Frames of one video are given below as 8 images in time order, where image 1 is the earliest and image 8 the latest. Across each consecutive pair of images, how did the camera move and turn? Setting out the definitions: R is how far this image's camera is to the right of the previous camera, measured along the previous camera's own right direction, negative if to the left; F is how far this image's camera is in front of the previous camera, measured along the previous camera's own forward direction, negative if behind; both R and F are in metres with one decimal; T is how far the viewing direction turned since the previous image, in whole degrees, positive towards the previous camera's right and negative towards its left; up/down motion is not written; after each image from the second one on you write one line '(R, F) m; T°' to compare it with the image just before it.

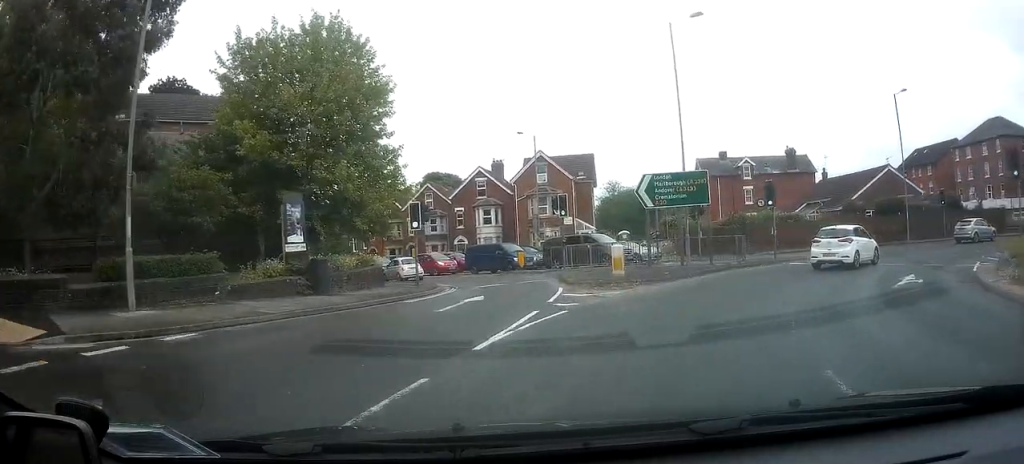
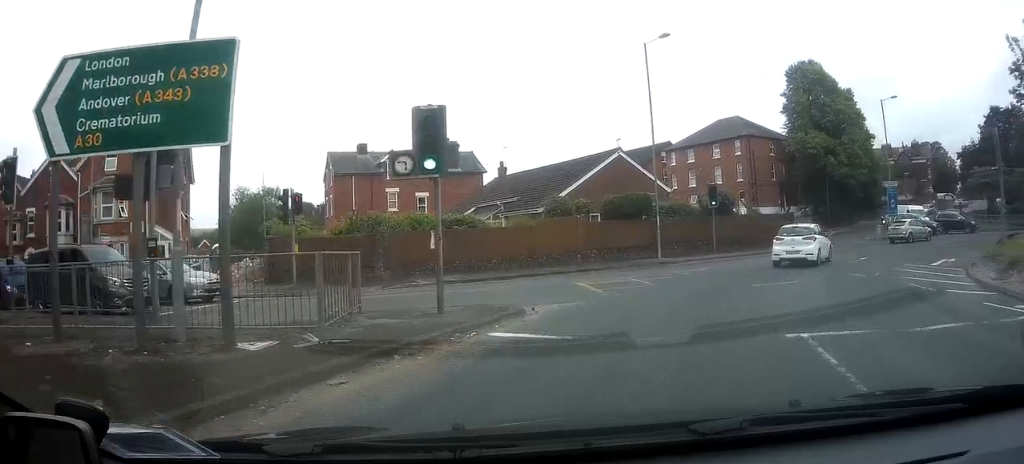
(+2.4, +15.3) m; +23°
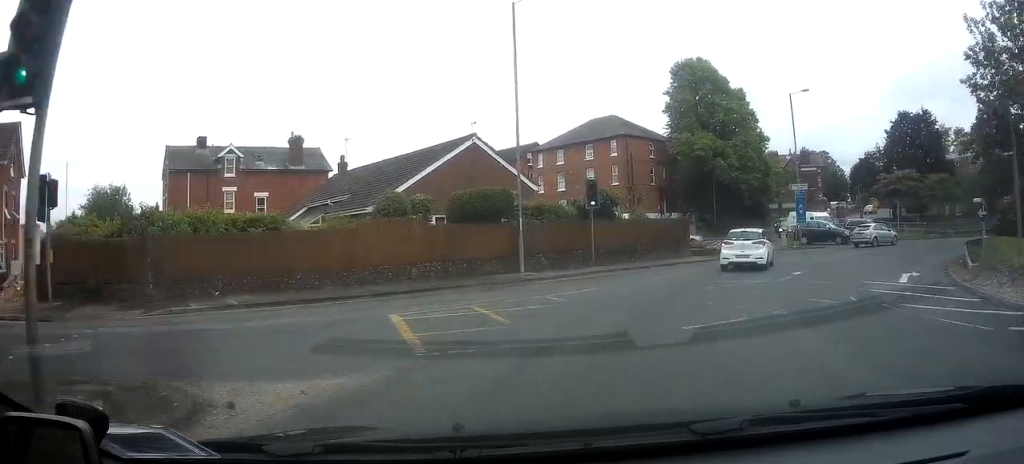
(+0.4, +5.7) m; +12°
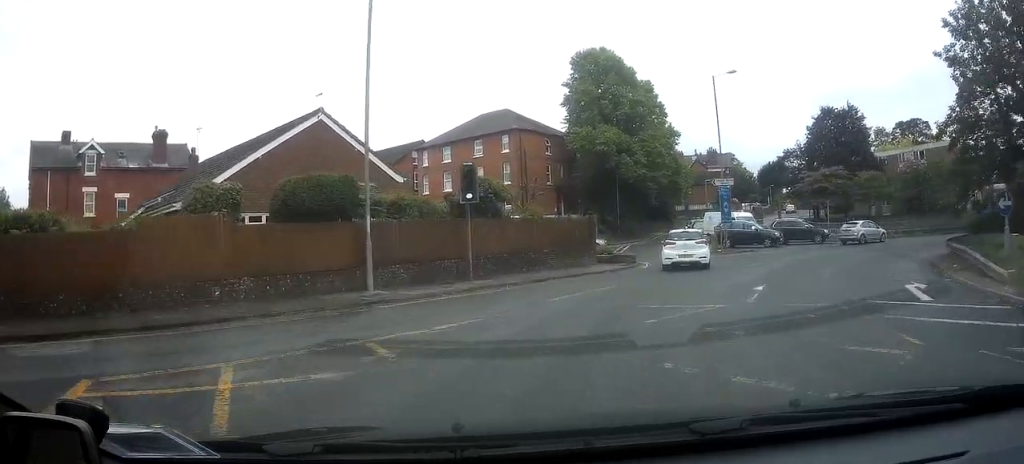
(+0.9, +5.6) m; +13°
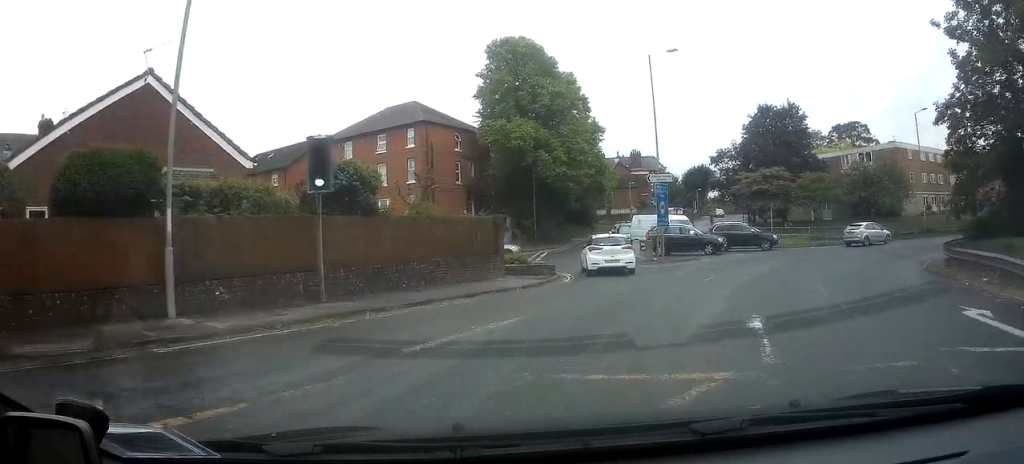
(+0.4, +4.8) m; +11°
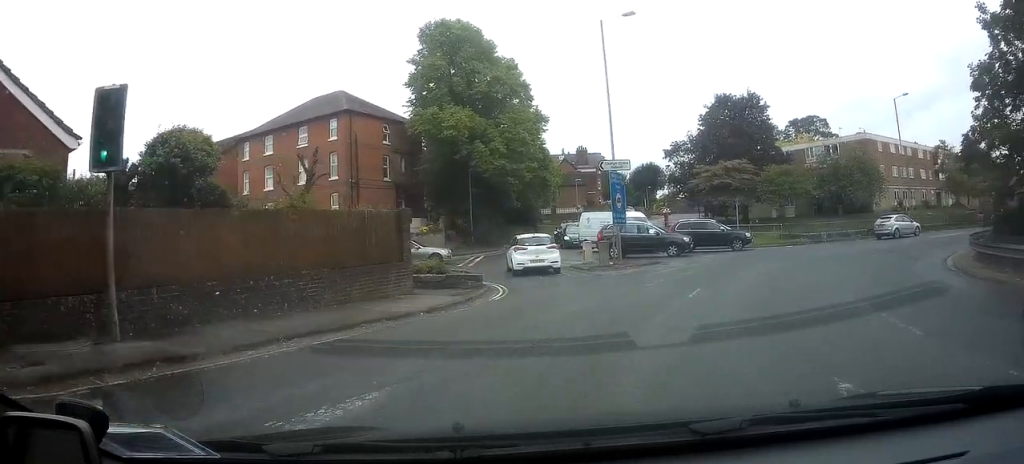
(+0.3, +4.5) m; +10°
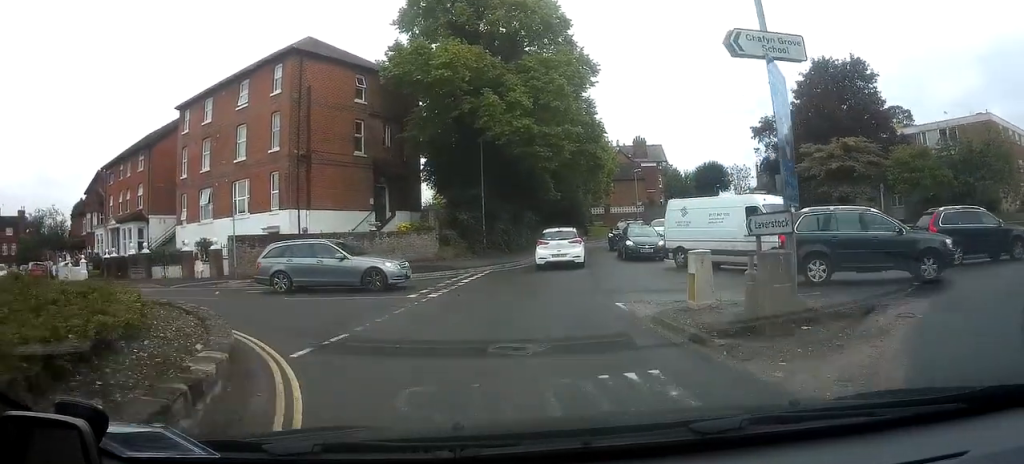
(+3.1, +14.6) m; +14°
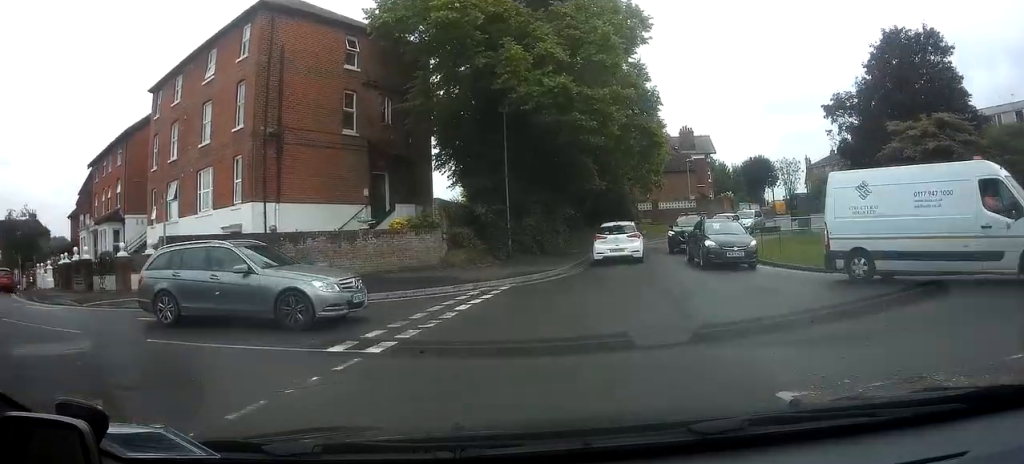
(0.0, +6.9) m; -2°
